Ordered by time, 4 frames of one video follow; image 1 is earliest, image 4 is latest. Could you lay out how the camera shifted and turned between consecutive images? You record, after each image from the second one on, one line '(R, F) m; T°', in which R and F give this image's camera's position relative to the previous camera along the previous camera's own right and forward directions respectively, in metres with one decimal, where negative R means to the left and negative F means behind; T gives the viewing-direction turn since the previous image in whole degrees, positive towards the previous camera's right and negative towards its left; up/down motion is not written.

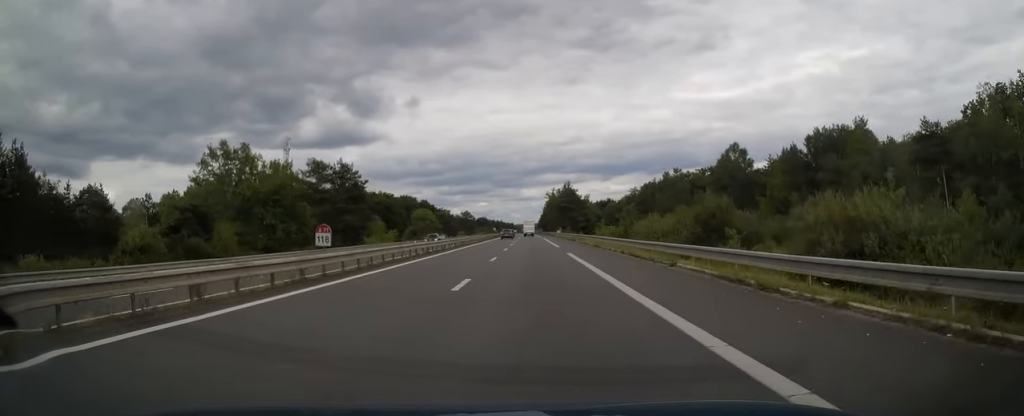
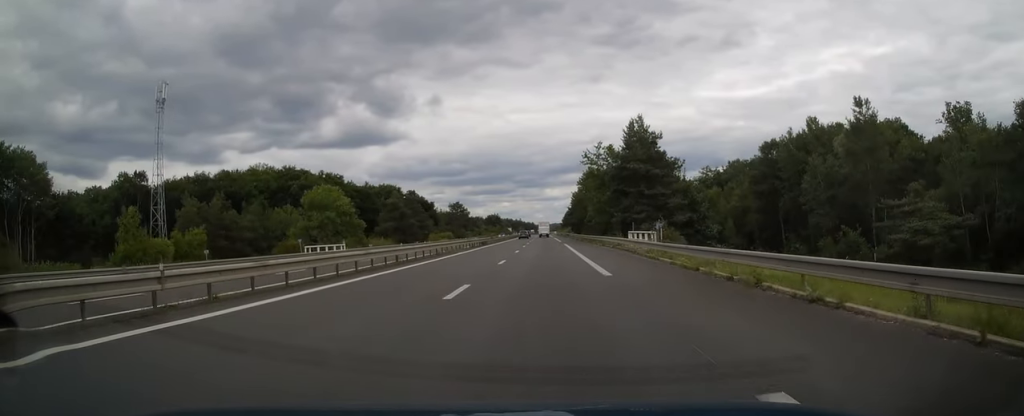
(-1.4, +79.6) m; -2°
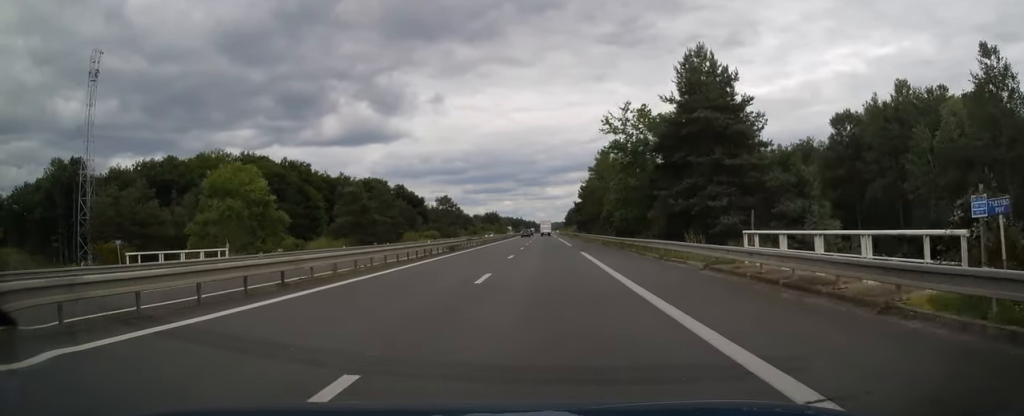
(0.0, +22.8) m; 0°
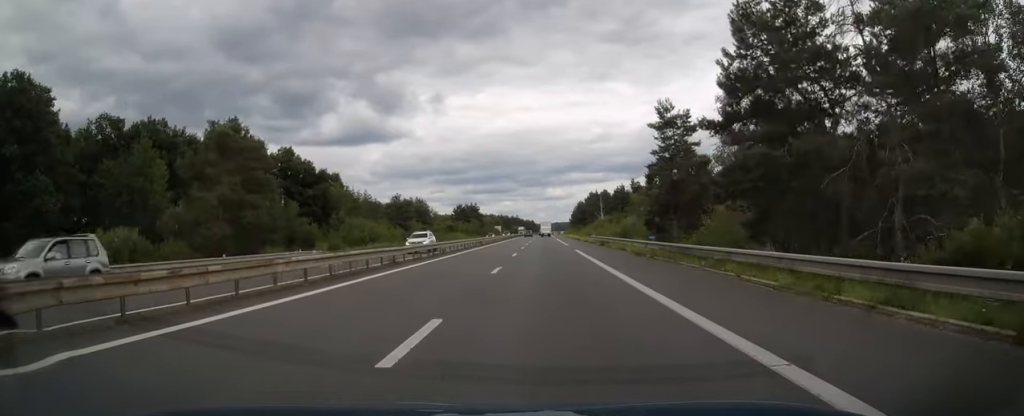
(-0.4, +100.4) m; -1°
